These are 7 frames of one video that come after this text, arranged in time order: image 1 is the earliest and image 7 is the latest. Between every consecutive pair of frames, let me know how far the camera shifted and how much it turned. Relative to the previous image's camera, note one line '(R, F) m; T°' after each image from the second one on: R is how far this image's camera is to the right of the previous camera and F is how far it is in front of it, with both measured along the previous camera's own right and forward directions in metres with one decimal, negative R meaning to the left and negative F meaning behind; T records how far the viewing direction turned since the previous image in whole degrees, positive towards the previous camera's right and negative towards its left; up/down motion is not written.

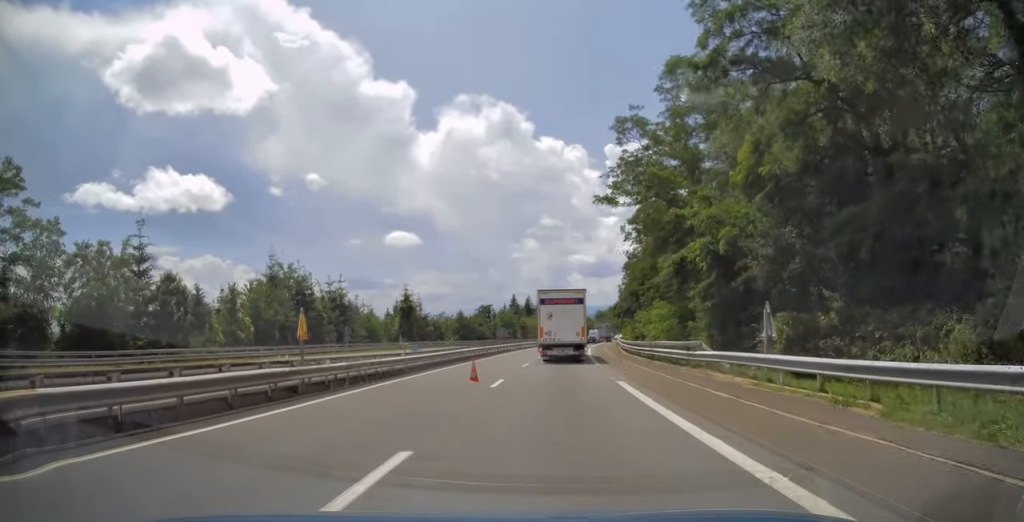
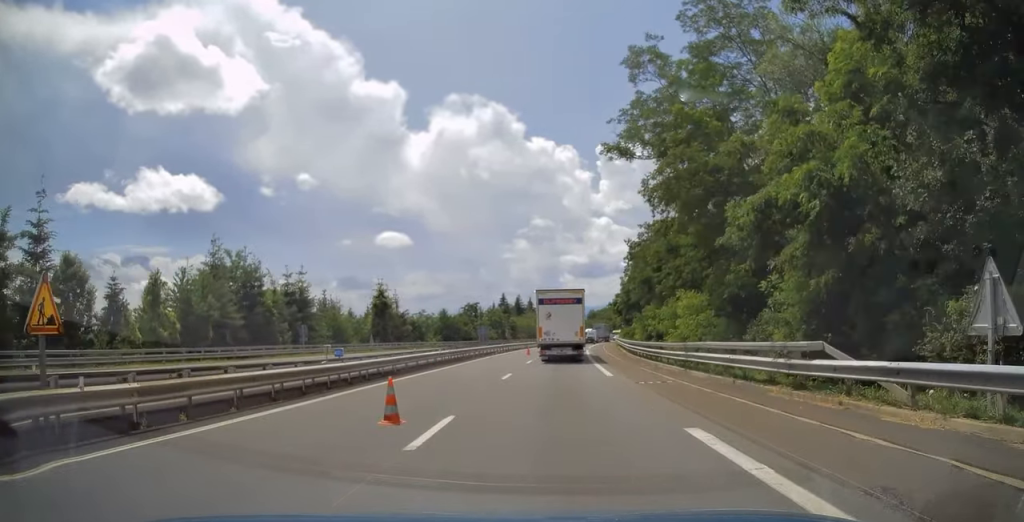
(+0.1, +9.6) m; +1°
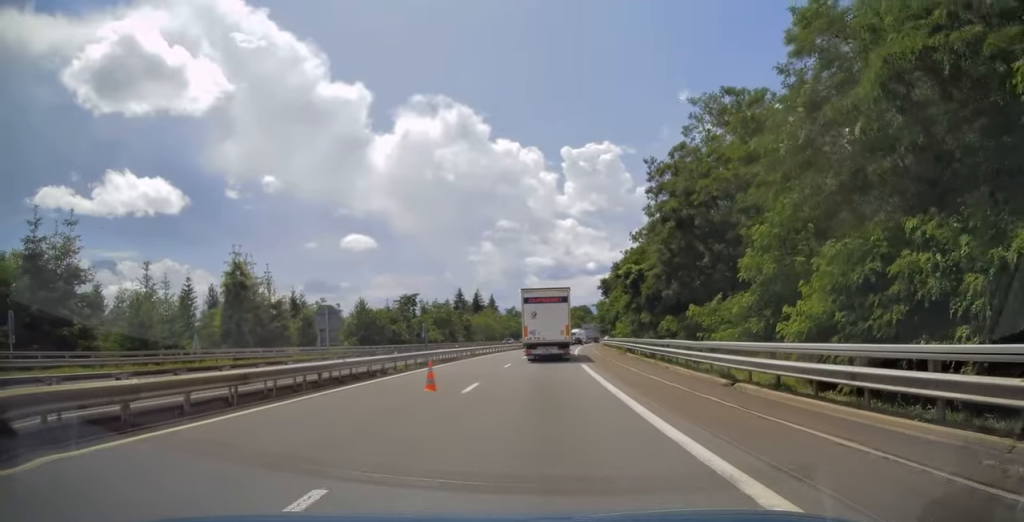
(+1.5, +31.2) m; +4°
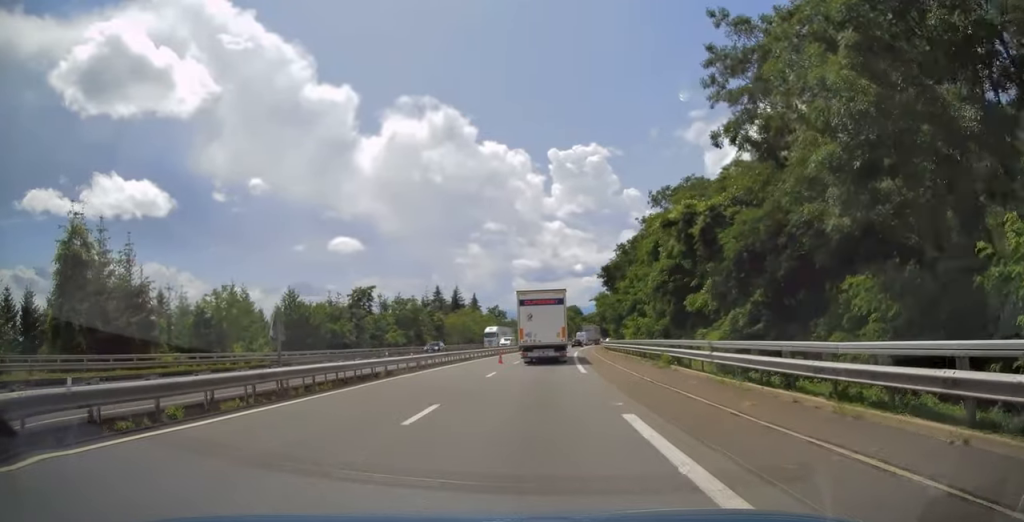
(+0.1, +18.4) m; 0°
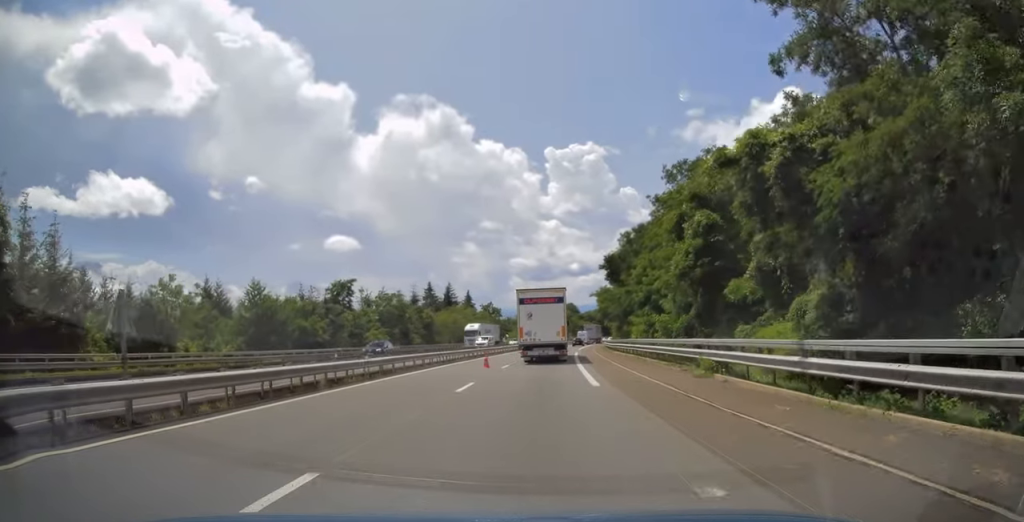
(0.0, +6.8) m; 0°
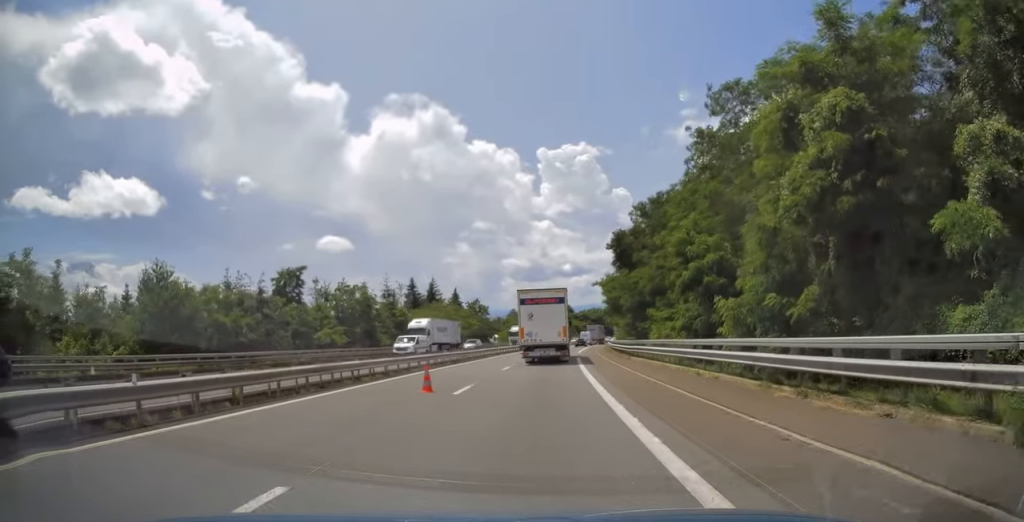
(0.0, +13.5) m; +1°
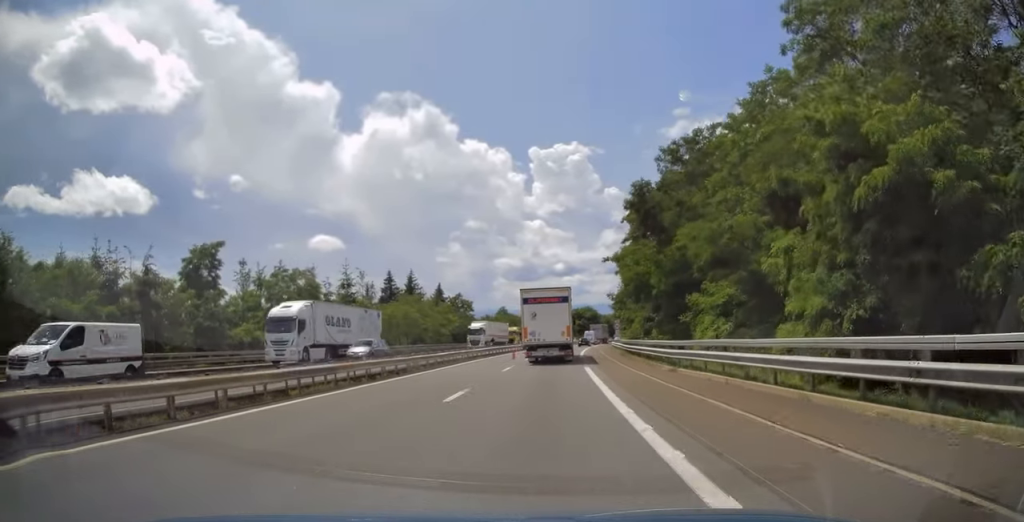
(+0.3, +14.9) m; +1°
